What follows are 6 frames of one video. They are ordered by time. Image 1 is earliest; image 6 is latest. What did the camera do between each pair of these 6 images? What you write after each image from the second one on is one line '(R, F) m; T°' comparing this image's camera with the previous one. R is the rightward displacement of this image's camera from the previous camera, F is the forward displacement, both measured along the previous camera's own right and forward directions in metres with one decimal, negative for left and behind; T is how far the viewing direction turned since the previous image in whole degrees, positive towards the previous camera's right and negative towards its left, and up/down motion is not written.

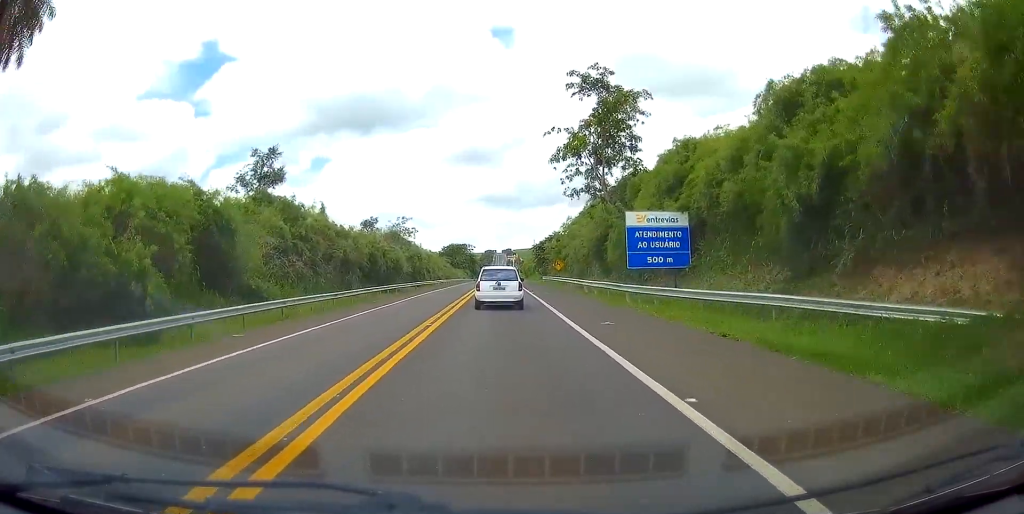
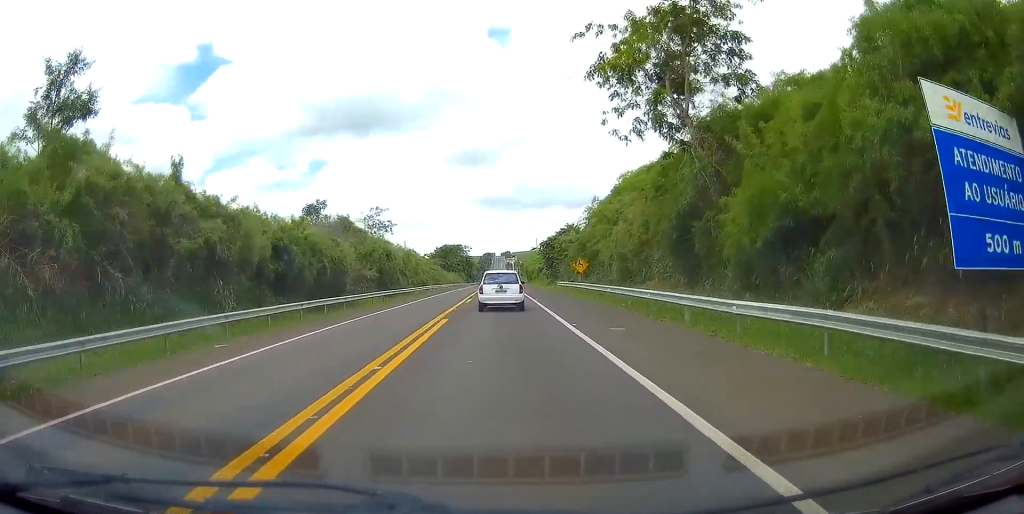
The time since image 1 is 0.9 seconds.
(+0.1, +21.7) m; 0°
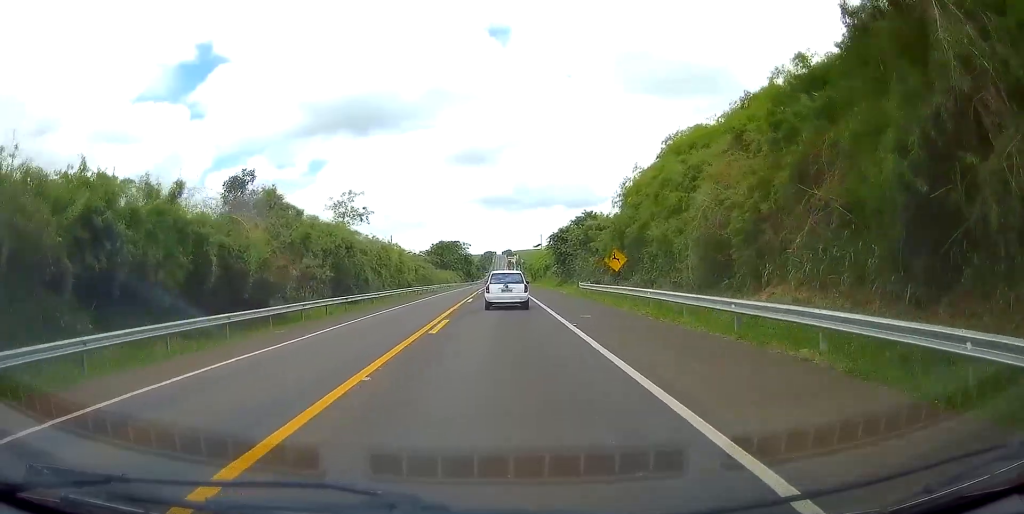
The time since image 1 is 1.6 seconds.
(0.0, +16.0) m; 0°
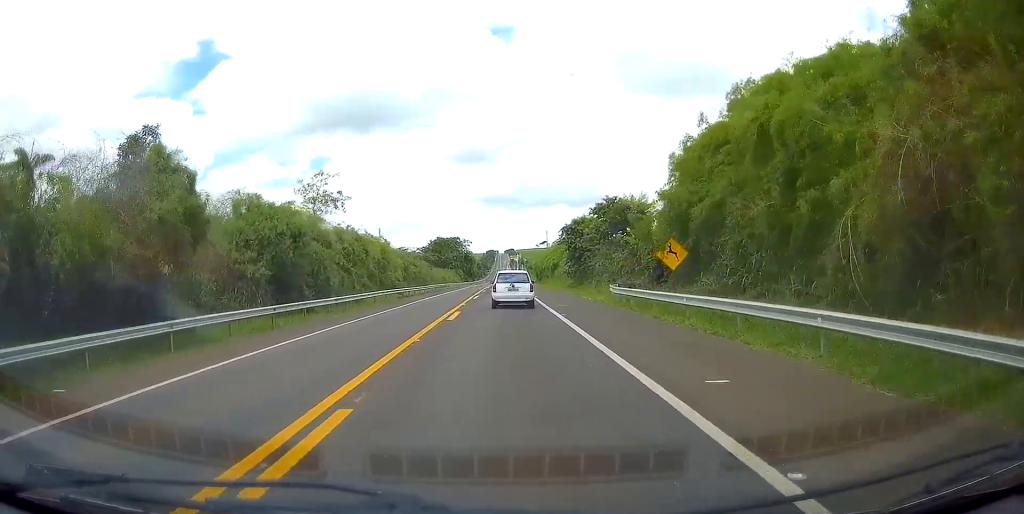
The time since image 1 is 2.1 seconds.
(+0.1, +12.0) m; 0°
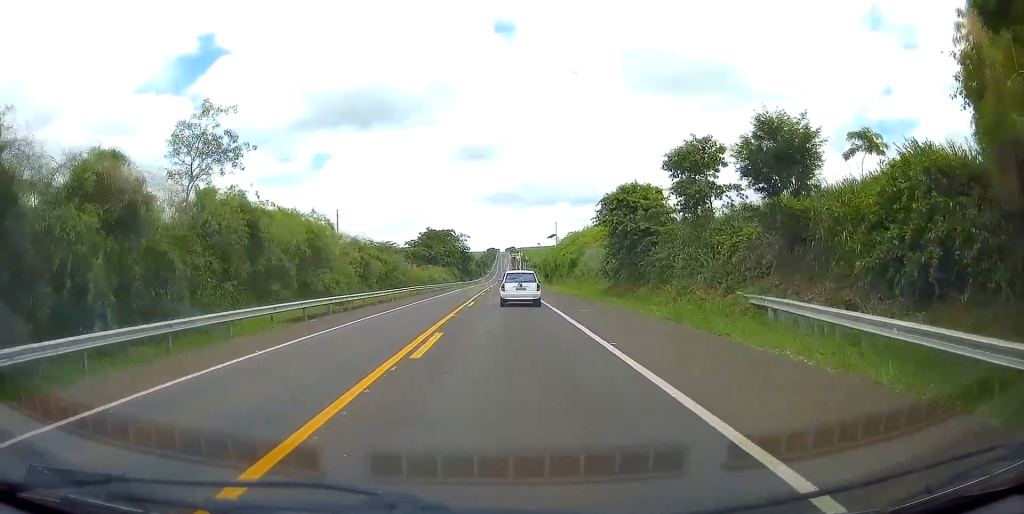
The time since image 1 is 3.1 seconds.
(-0.3, +24.0) m; -1°
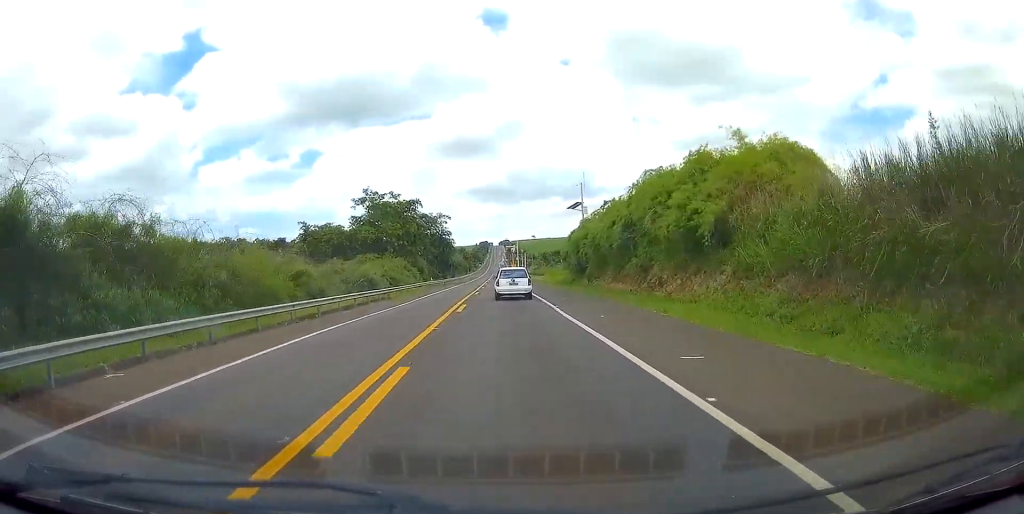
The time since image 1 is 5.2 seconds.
(-0.3, +52.4) m; 0°
